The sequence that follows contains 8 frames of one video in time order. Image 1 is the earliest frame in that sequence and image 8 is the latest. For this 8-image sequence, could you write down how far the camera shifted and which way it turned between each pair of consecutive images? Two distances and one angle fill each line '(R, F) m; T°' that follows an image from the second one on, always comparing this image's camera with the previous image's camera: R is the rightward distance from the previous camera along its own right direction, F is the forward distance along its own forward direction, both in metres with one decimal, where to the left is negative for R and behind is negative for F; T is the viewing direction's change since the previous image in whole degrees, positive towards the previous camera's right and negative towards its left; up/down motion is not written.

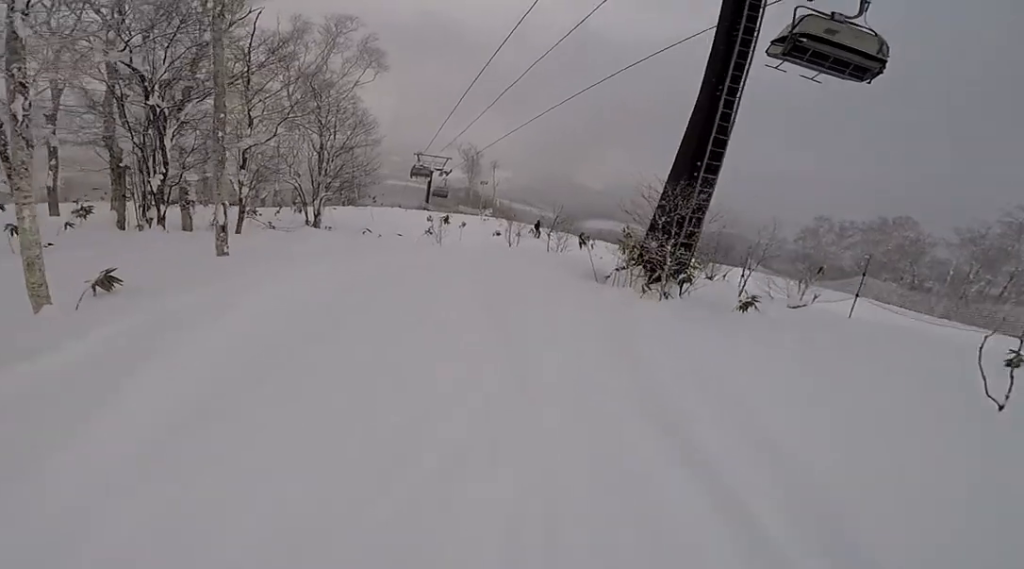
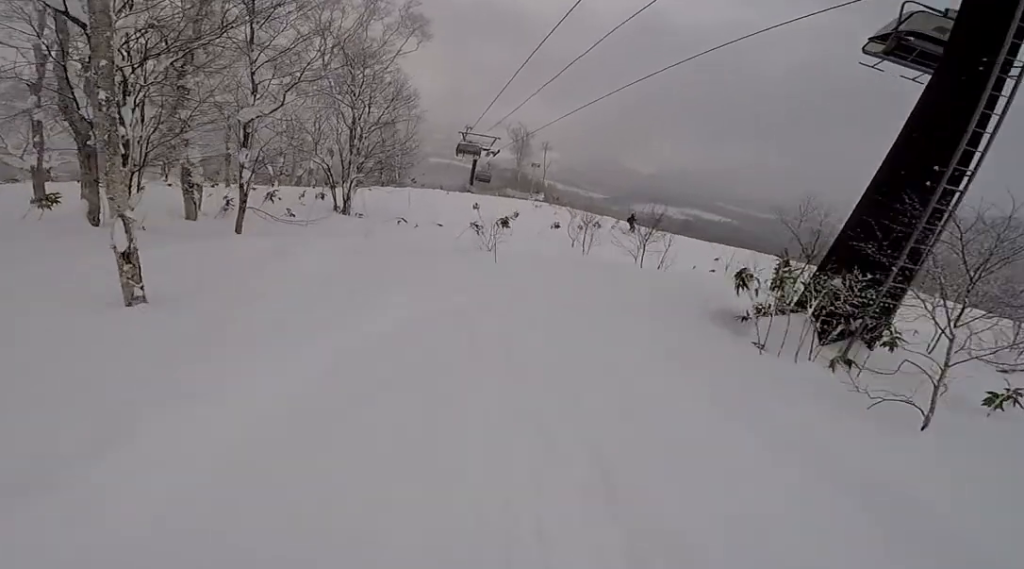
(+0.2, +3.9) m; +4°
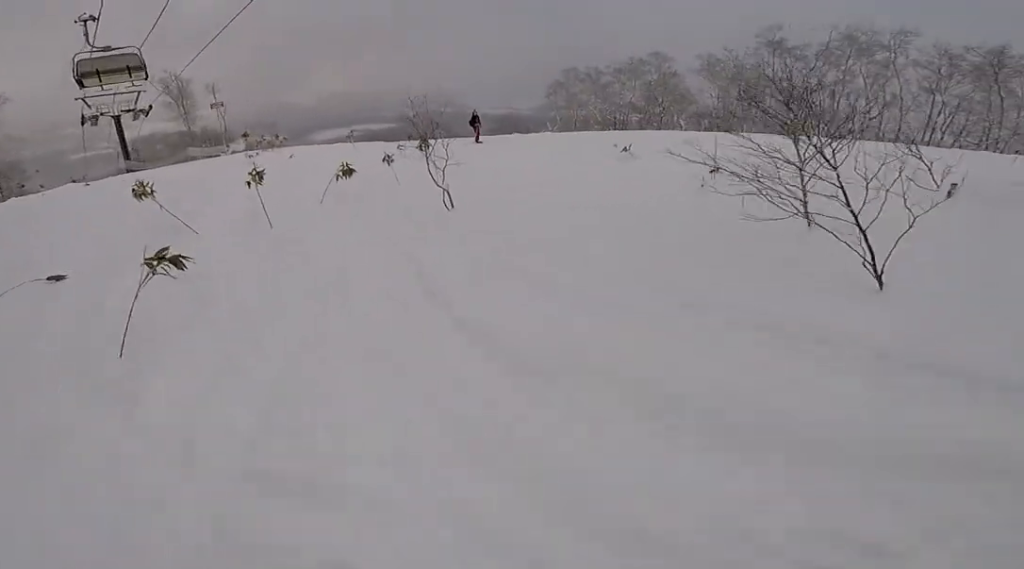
(+2.6, +12.8) m; +30°
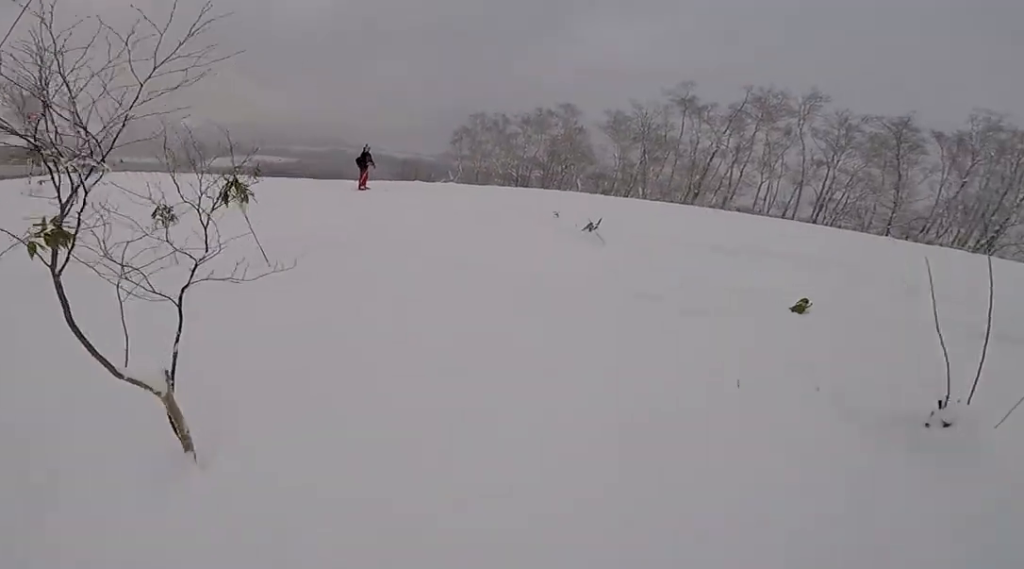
(+0.6, +5.0) m; +12°
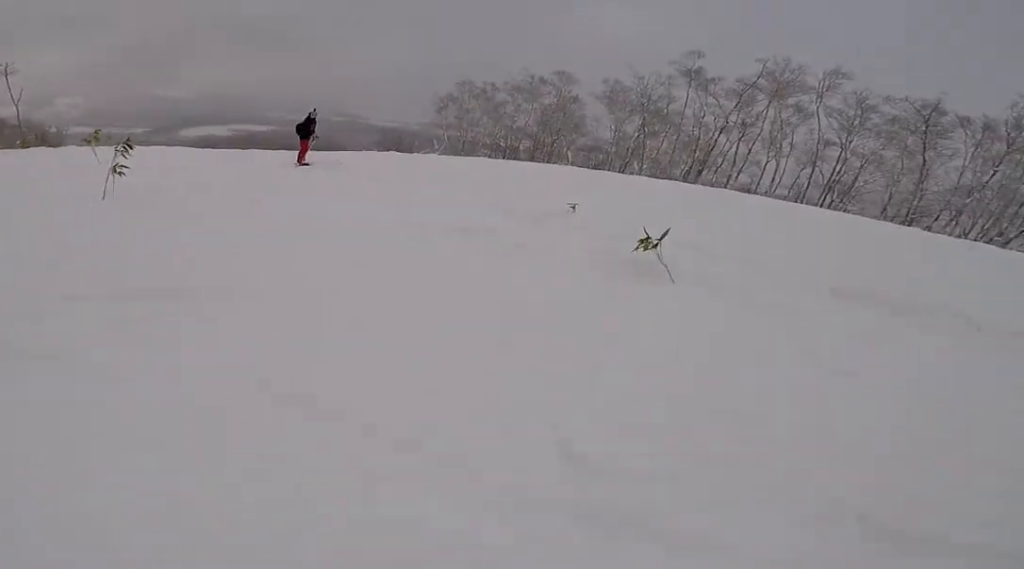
(-0.1, +3.0) m; +6°
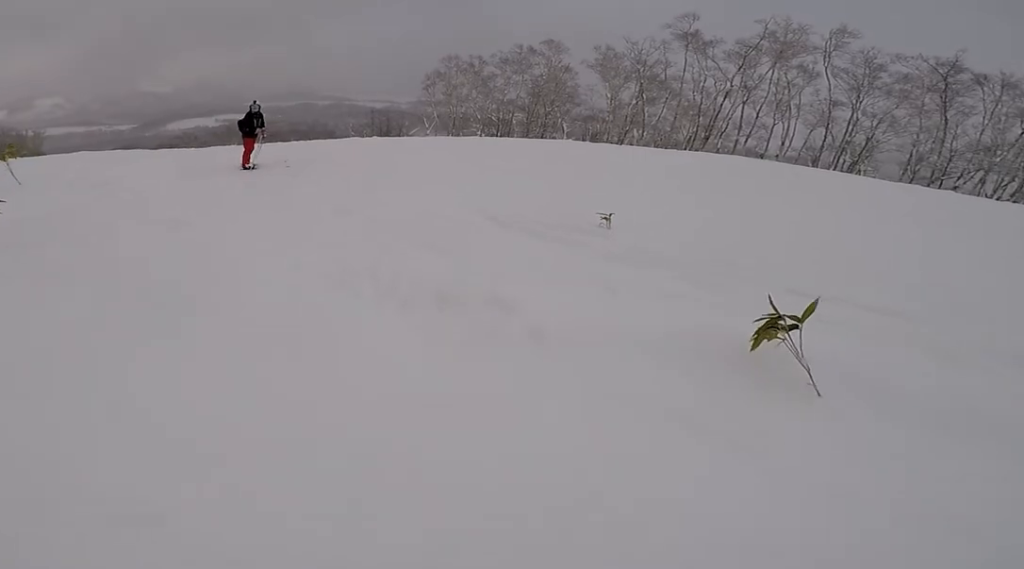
(+0.4, +2.2) m; +2°
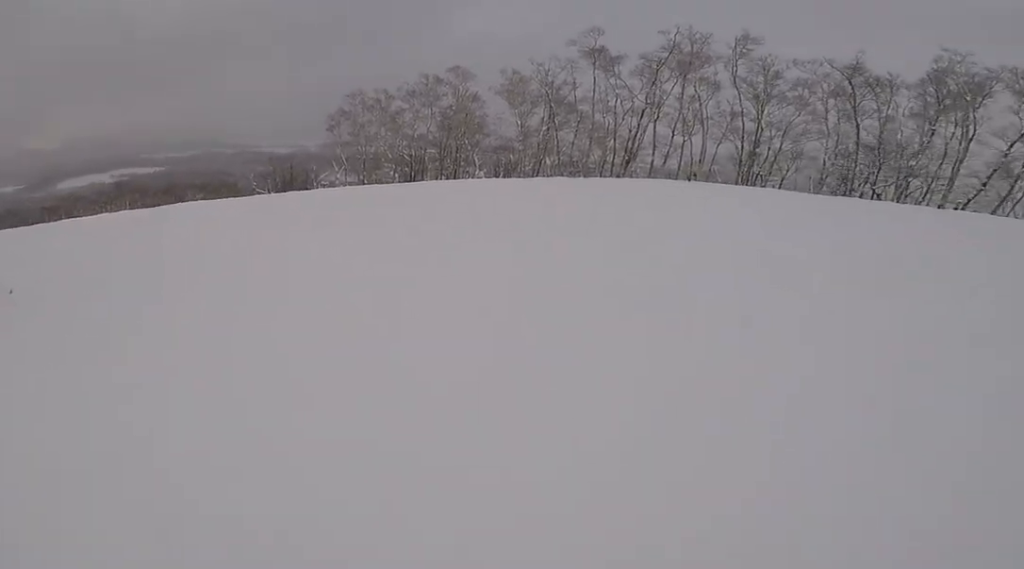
(+0.2, +4.7) m; +10°
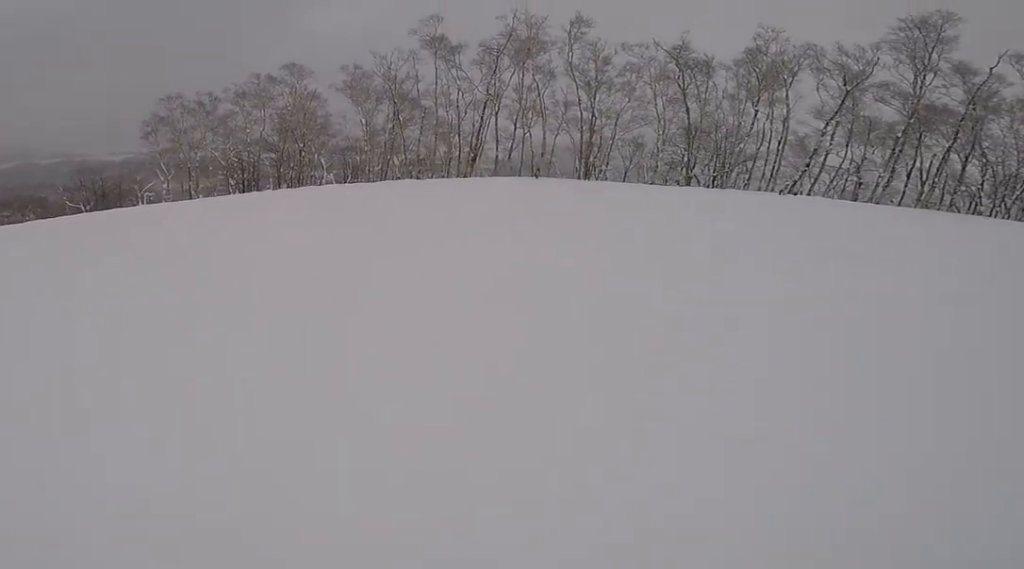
(+0.8, +3.9) m; +4°
